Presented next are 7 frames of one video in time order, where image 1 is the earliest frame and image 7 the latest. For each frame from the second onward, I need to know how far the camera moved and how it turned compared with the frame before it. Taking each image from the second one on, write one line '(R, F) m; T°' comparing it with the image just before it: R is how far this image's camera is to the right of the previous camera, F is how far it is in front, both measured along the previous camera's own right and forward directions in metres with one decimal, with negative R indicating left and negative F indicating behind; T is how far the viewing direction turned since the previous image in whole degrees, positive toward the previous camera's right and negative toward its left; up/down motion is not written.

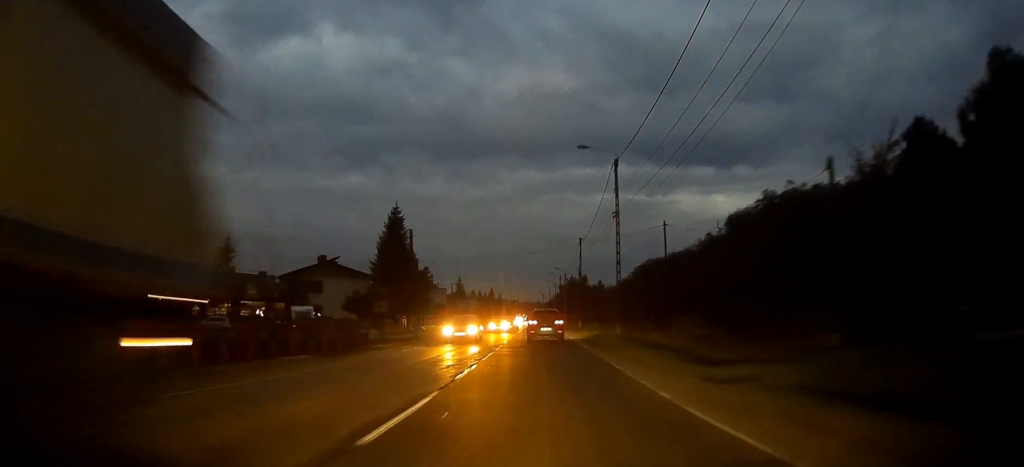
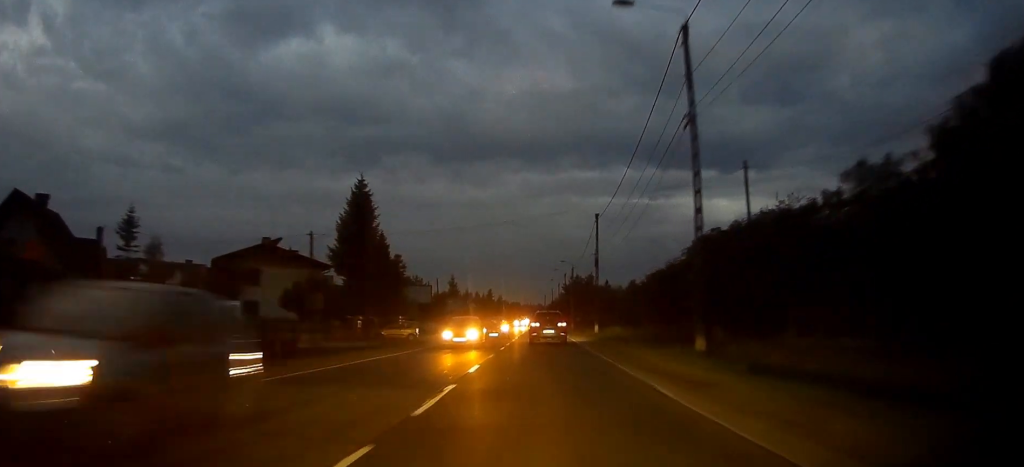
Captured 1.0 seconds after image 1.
(-0.1, +17.8) m; 0°
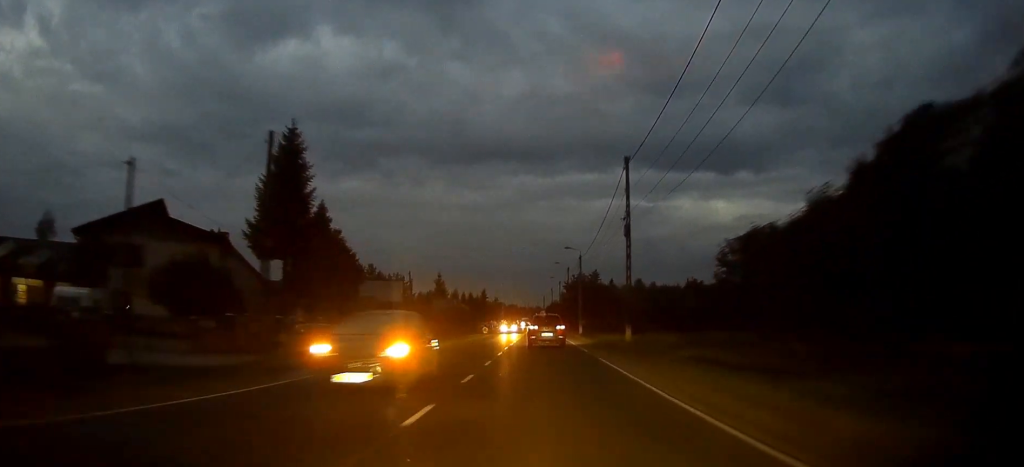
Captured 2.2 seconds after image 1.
(+0.1, +19.3) m; 0°
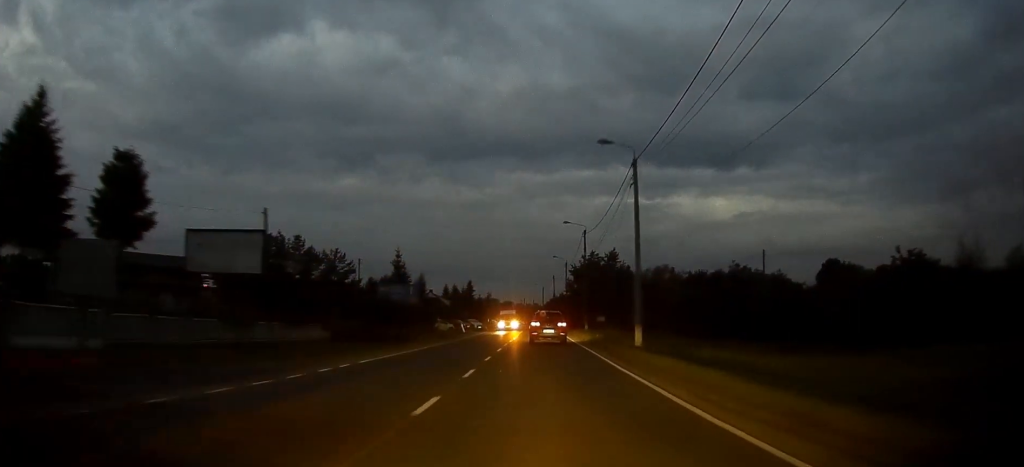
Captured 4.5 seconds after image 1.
(-0.4, +40.9) m; 0°
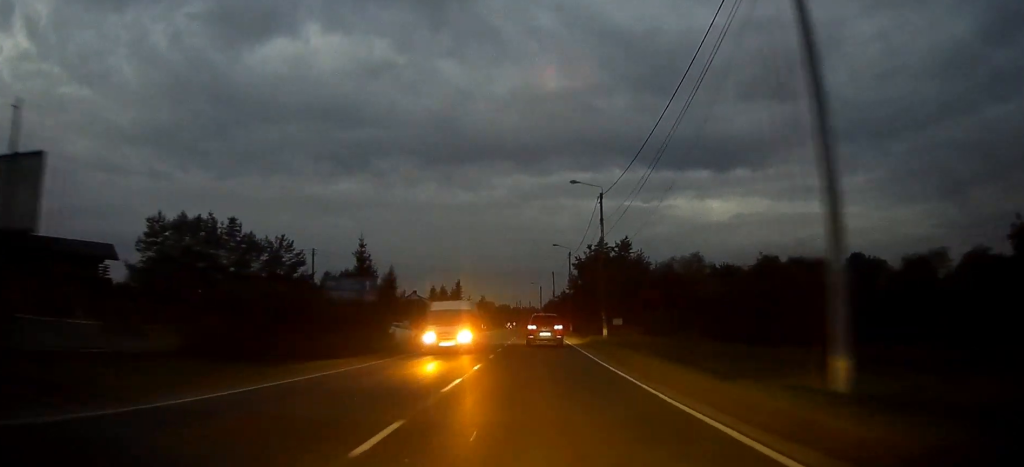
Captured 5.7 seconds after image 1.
(+0.1, +21.0) m; 0°
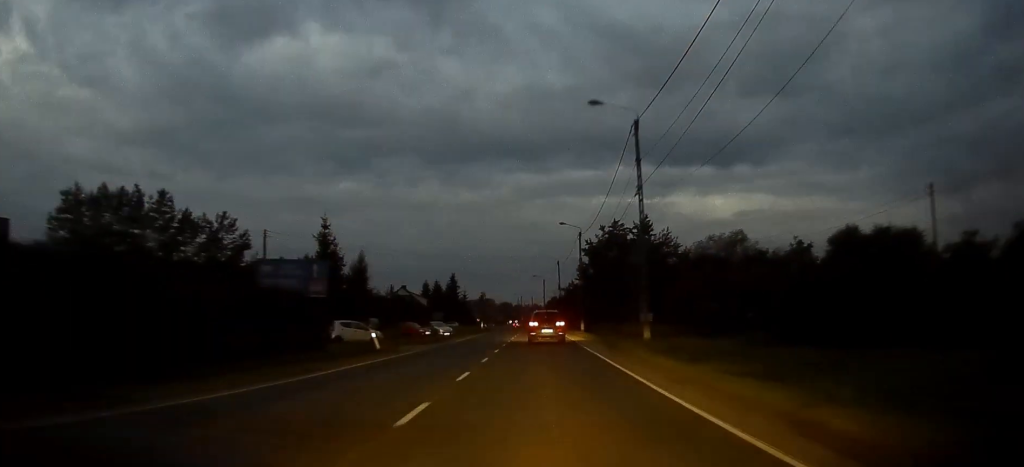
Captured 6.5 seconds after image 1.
(0.0, +16.4) m; 0°
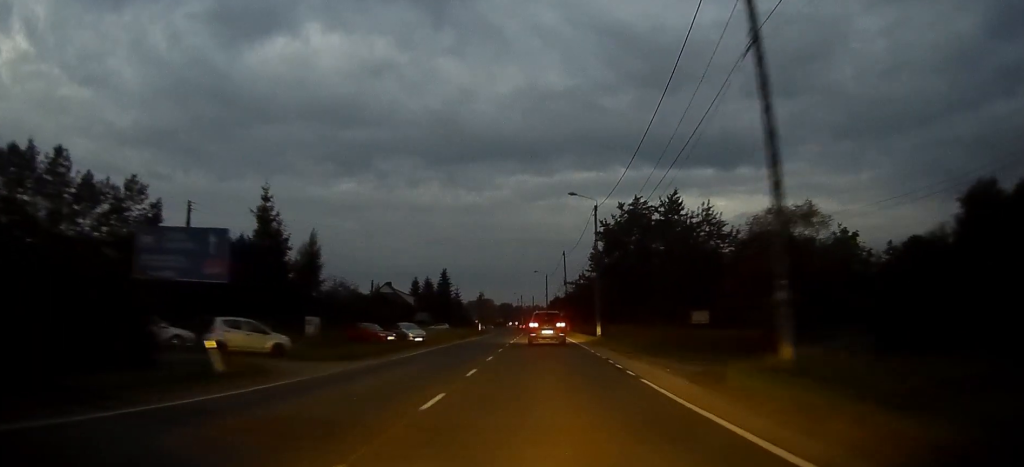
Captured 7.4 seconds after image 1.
(0.0, +16.4) m; 0°
